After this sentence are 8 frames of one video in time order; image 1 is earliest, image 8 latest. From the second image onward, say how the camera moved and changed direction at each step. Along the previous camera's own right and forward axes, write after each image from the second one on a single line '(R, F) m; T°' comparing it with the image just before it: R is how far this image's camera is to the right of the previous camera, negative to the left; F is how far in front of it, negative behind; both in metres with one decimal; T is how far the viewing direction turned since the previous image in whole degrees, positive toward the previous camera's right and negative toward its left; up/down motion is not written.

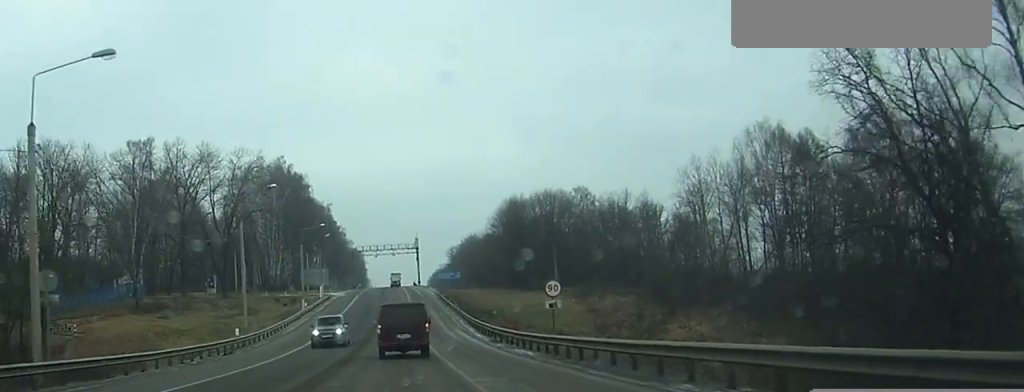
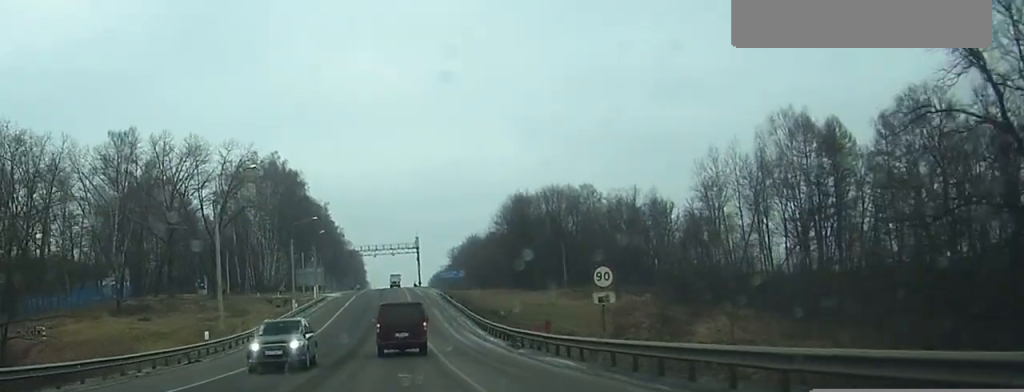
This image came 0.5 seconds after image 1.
(0.0, +8.4) m; 0°
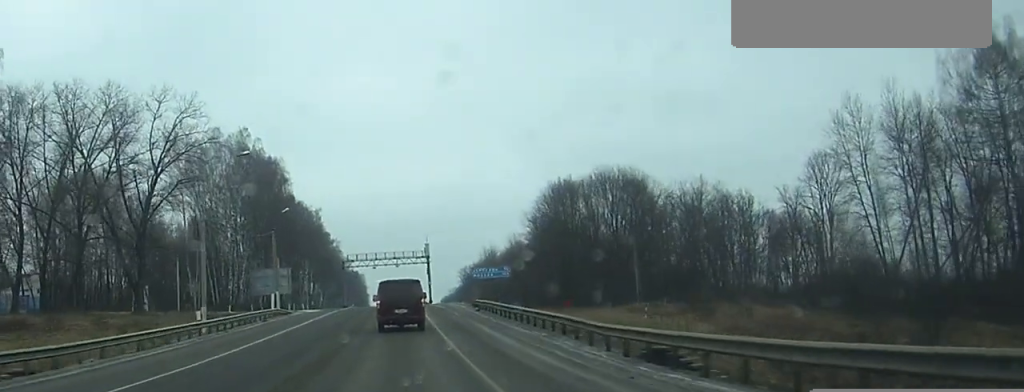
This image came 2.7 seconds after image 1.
(-0.1, +41.8) m; 0°
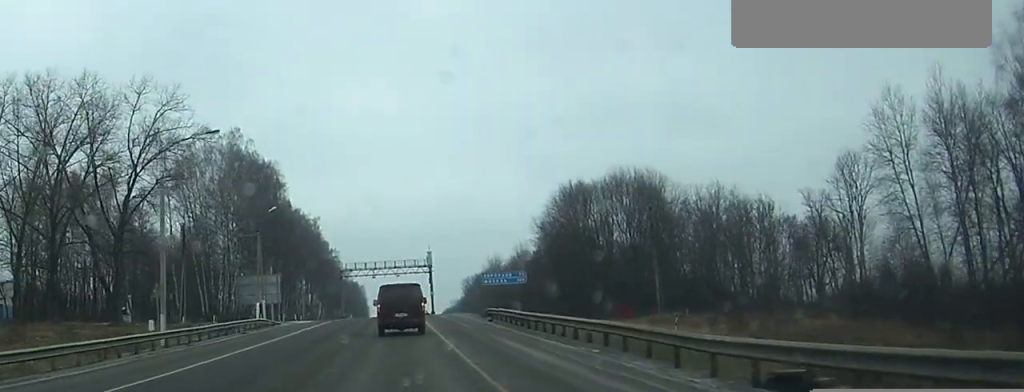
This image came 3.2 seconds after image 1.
(0.0, +8.2) m; 0°
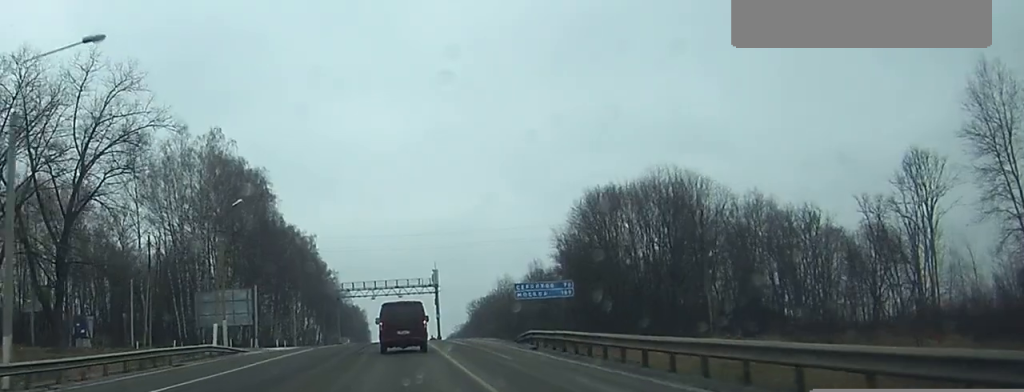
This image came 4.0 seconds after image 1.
(0.0, +15.8) m; 0°
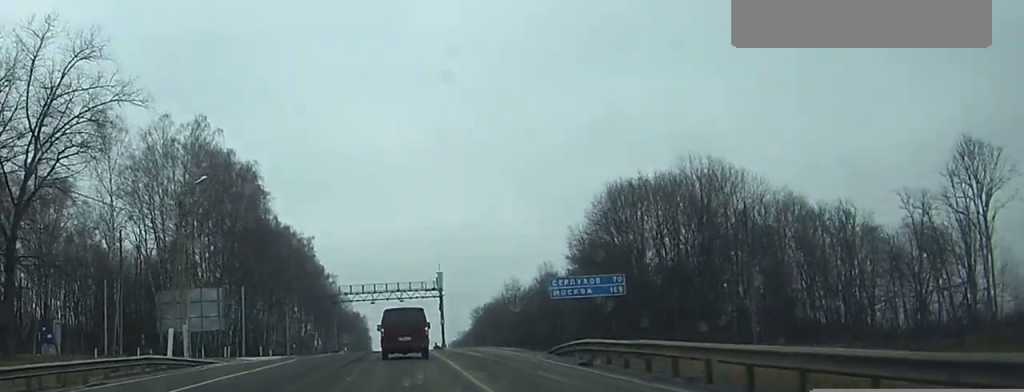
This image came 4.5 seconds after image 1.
(-0.1, +10.2) m; 0°
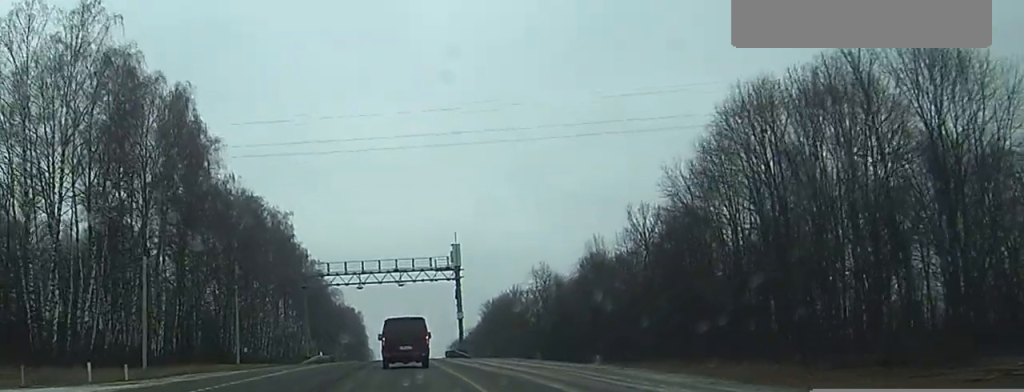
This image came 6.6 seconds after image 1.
(-0.1, +39.6) m; 0°
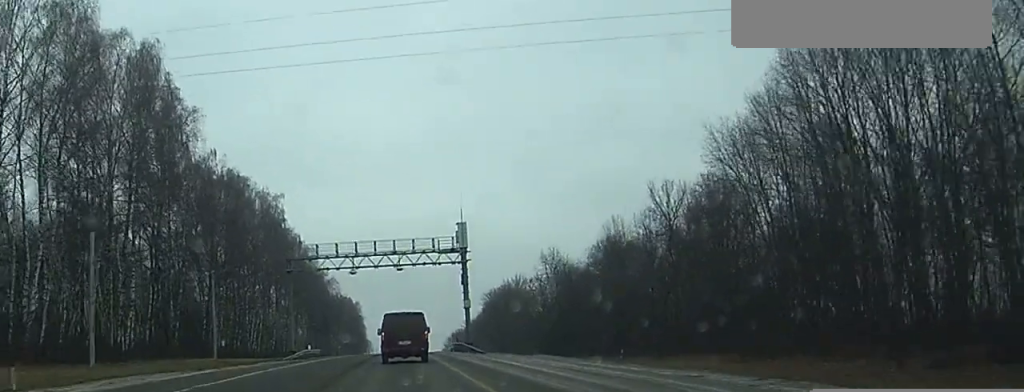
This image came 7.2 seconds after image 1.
(0.0, +10.9) m; 0°
